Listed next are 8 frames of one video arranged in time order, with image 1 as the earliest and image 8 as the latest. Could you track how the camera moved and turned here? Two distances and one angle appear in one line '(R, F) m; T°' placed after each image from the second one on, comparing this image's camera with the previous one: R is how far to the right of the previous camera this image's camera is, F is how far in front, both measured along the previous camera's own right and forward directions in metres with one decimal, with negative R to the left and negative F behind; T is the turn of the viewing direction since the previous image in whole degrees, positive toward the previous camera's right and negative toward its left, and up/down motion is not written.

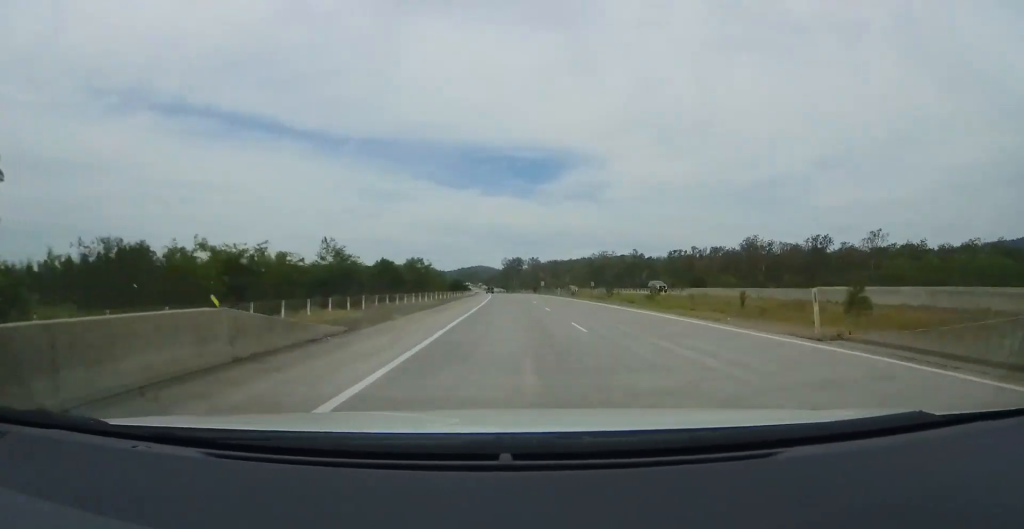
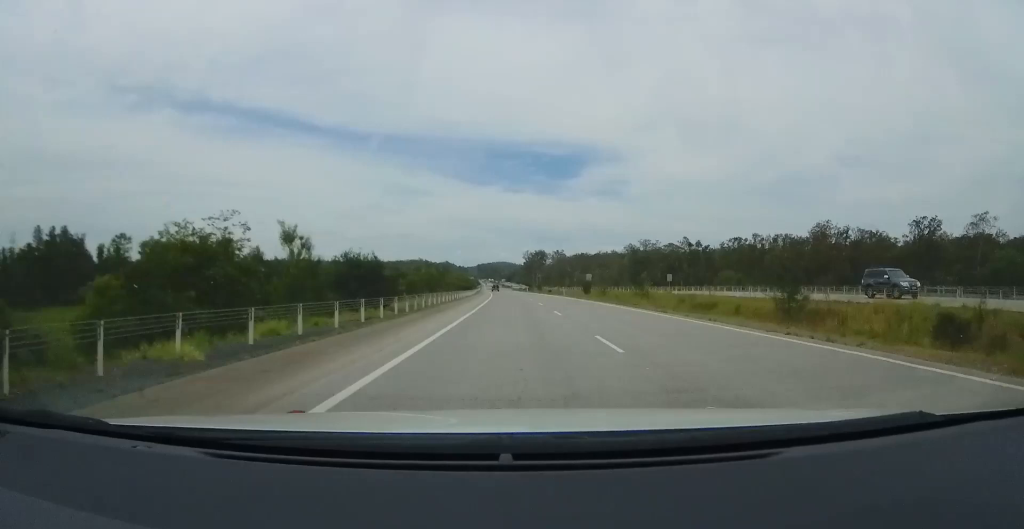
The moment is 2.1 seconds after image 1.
(+0.3, +63.0) m; -1°
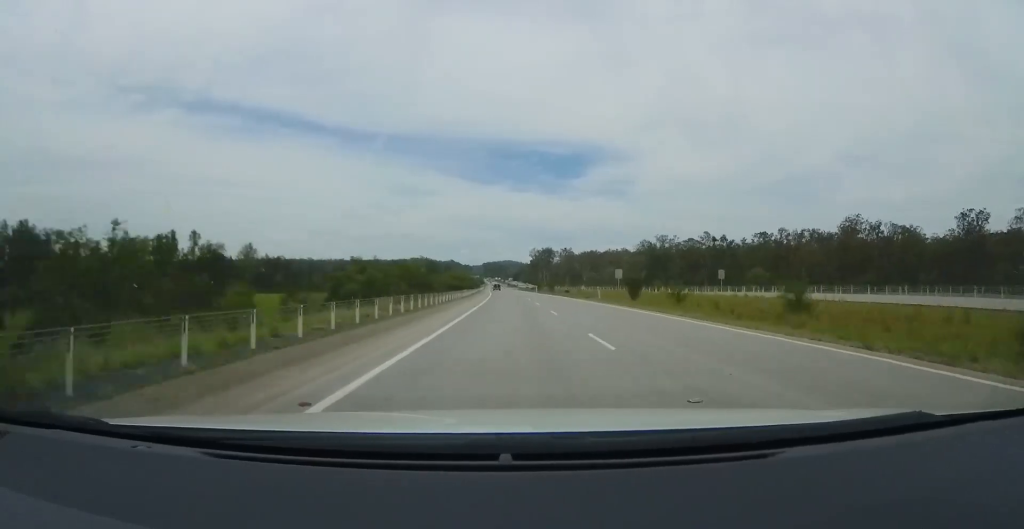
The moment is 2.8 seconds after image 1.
(-0.2, +23.1) m; -1°
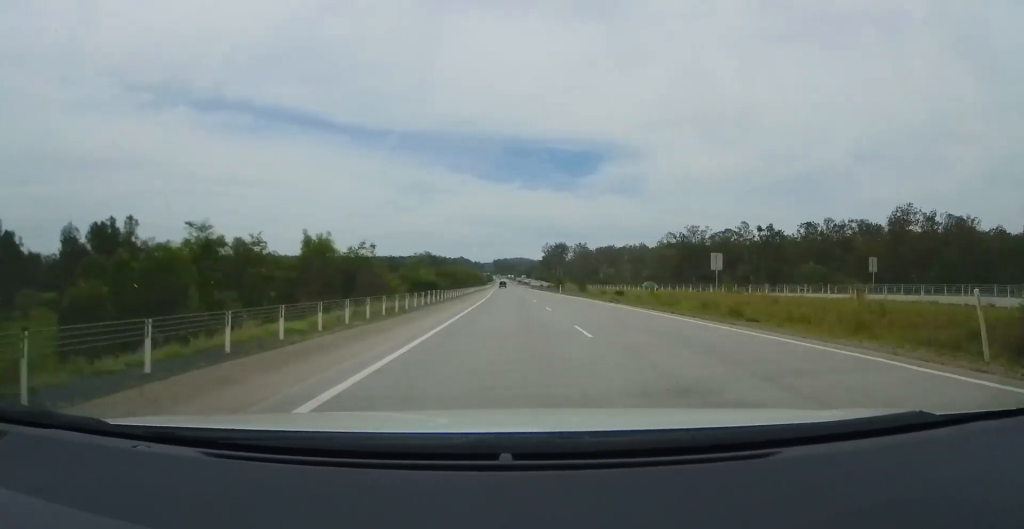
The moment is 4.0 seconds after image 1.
(-0.1, +34.1) m; 0°
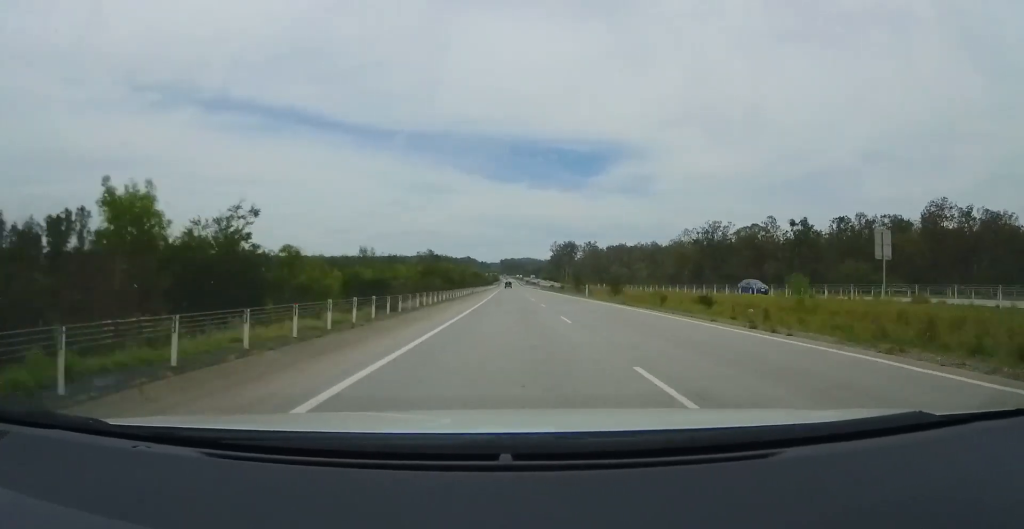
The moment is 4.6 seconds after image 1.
(+0.1, +19.6) m; 0°
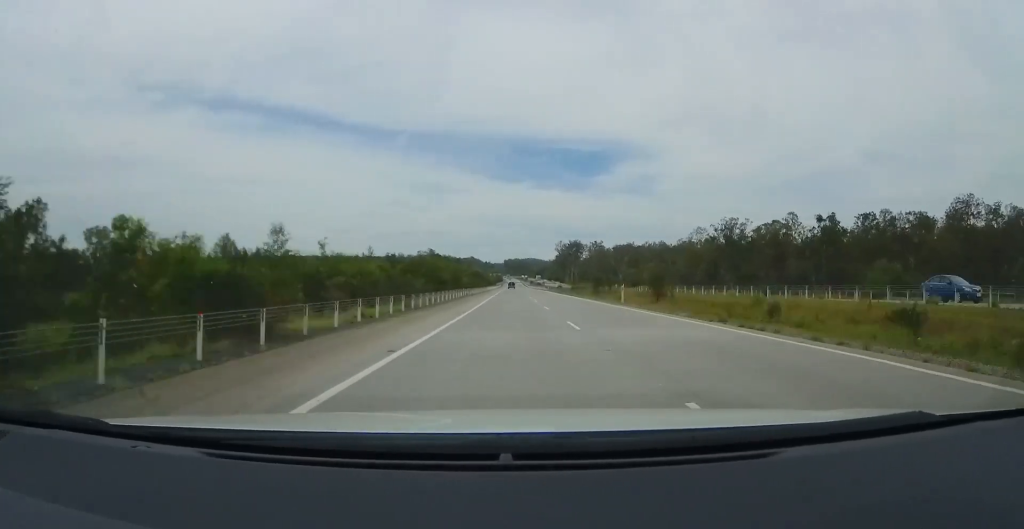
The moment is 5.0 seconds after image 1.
(0.0, +13.5) m; -1°
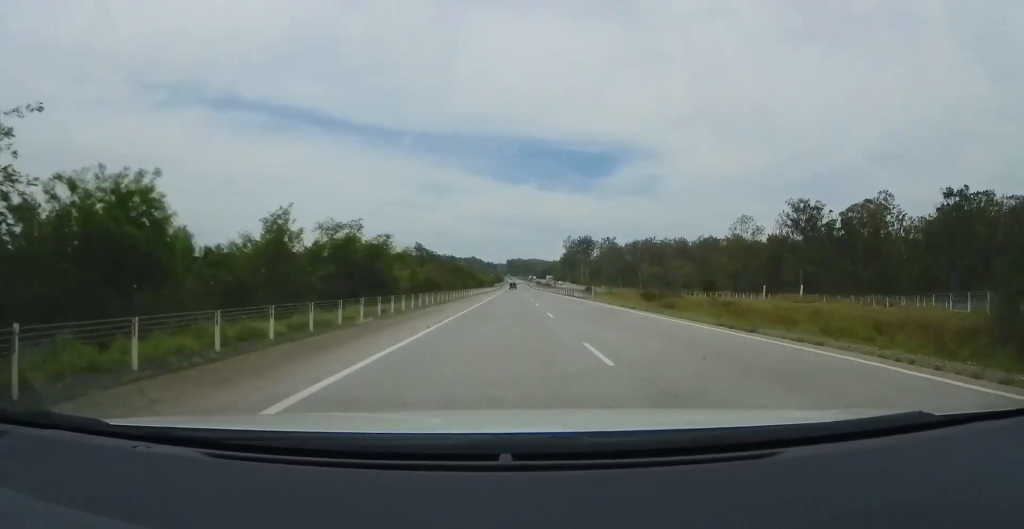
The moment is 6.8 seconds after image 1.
(-1.3, +55.3) m; -2°
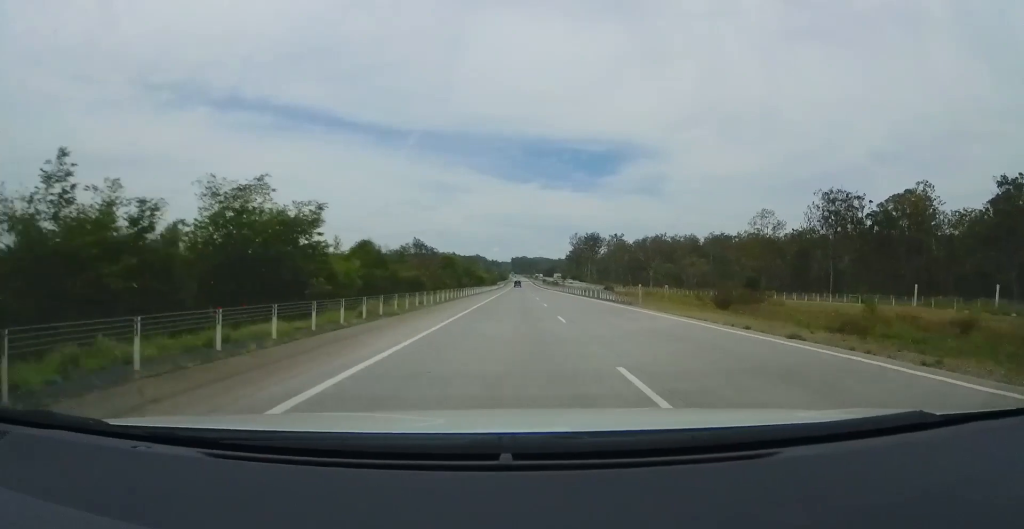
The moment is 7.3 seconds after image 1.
(+0.2, +14.8) m; 0°
